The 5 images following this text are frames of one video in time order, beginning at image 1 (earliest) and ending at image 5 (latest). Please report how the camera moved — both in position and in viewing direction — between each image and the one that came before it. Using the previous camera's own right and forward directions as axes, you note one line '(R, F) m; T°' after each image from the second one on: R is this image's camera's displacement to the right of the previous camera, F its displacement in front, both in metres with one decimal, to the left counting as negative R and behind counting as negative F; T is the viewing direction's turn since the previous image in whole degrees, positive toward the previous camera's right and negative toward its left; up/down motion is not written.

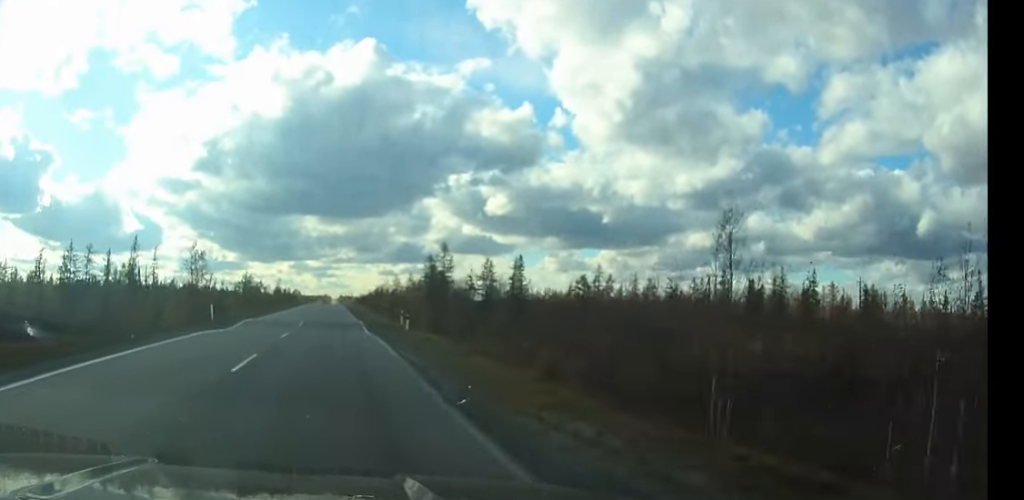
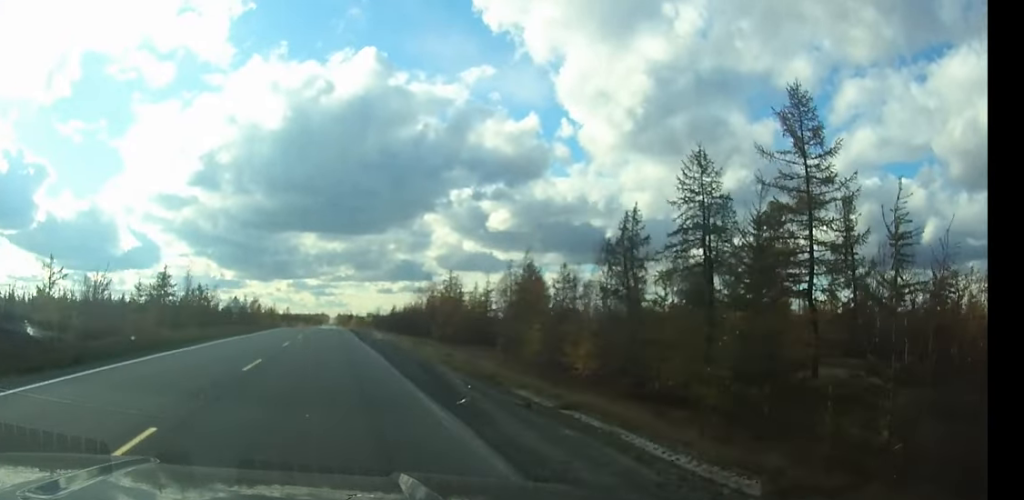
(+0.1, +96.0) m; 0°
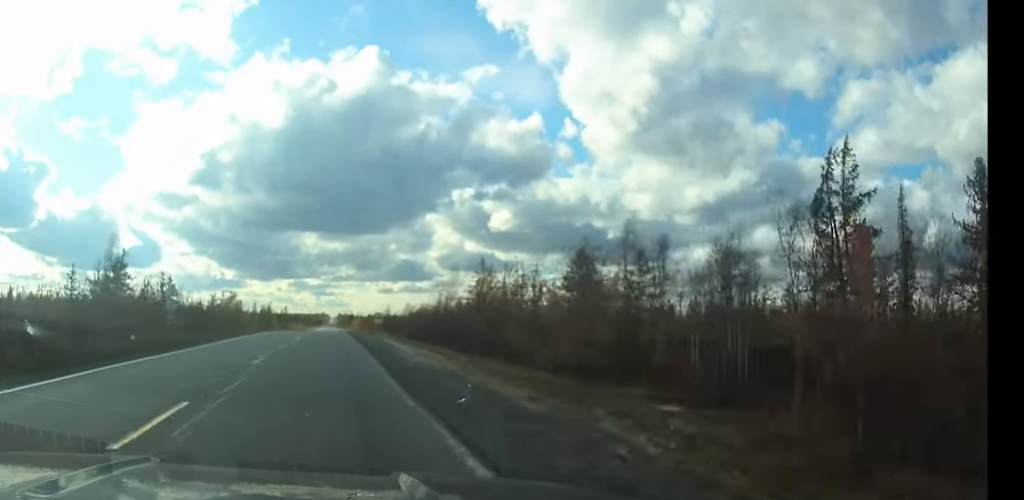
(0.0, +22.4) m; 0°
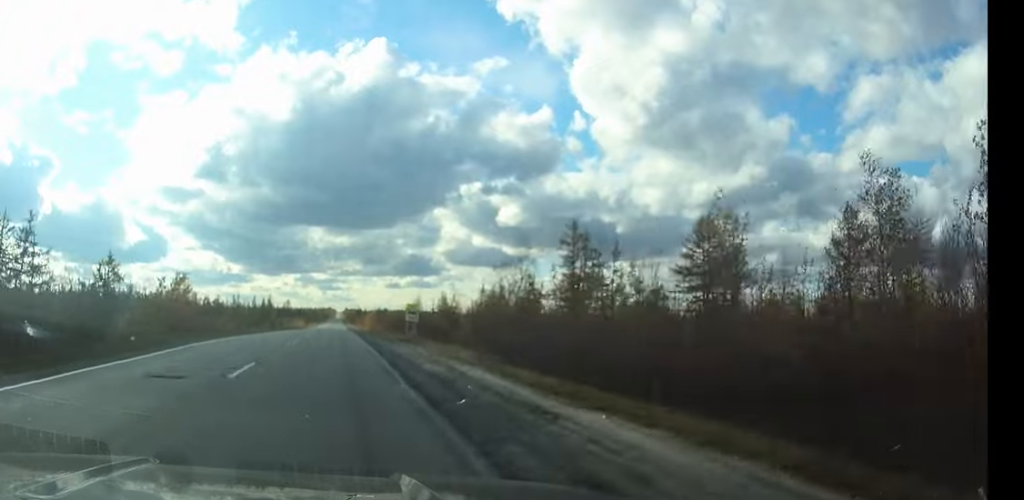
(0.0, +28.7) m; 0°
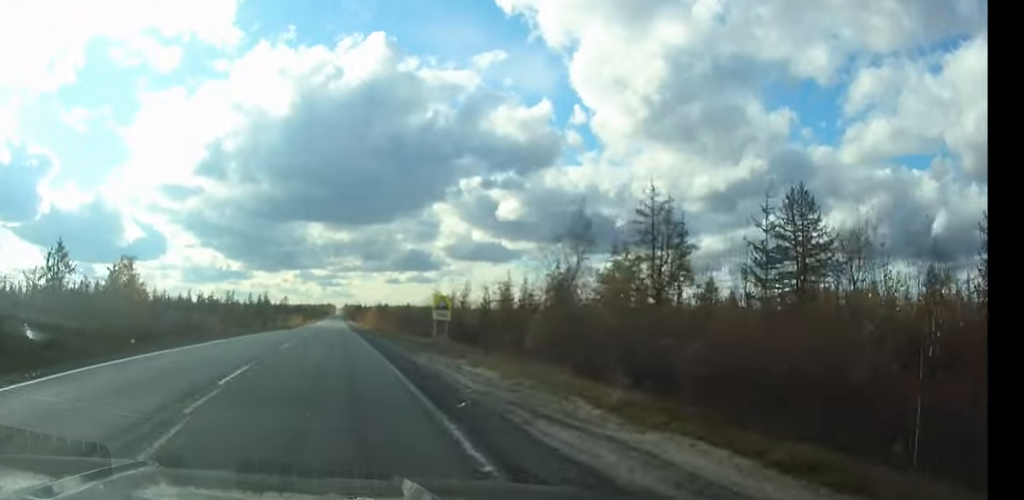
(0.0, +12.8) m; 0°
